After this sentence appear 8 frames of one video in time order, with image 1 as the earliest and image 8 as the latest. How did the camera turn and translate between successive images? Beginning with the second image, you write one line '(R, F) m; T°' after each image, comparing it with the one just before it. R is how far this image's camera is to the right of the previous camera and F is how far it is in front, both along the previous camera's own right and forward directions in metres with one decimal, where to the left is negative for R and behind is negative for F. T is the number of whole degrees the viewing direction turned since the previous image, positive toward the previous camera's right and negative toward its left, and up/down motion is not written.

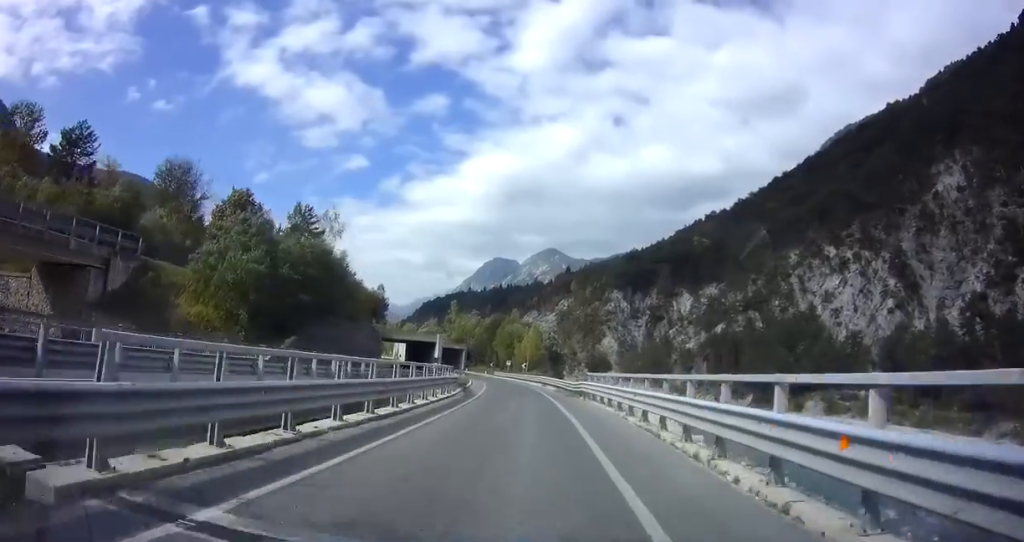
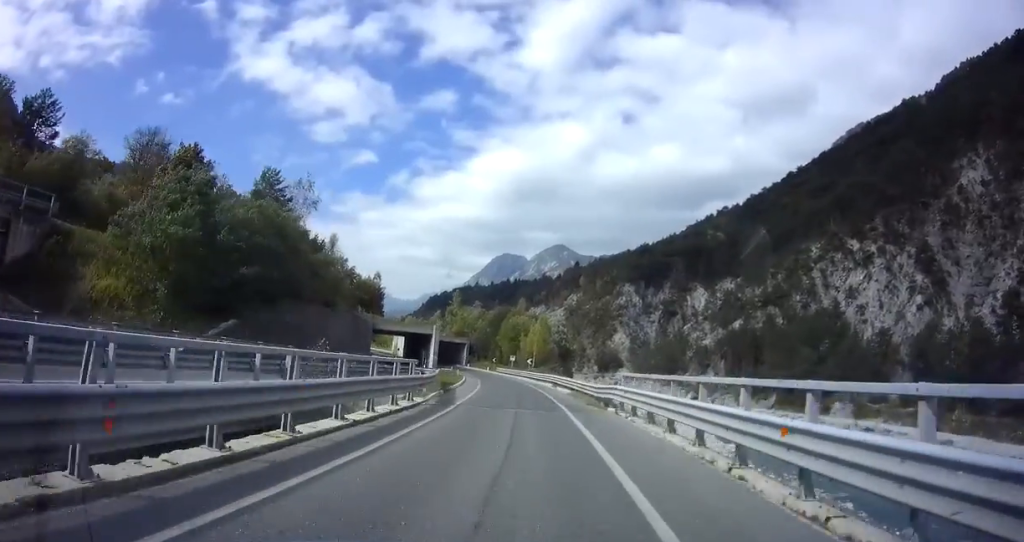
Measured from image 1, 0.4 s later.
(+0.2, +9.3) m; -1°
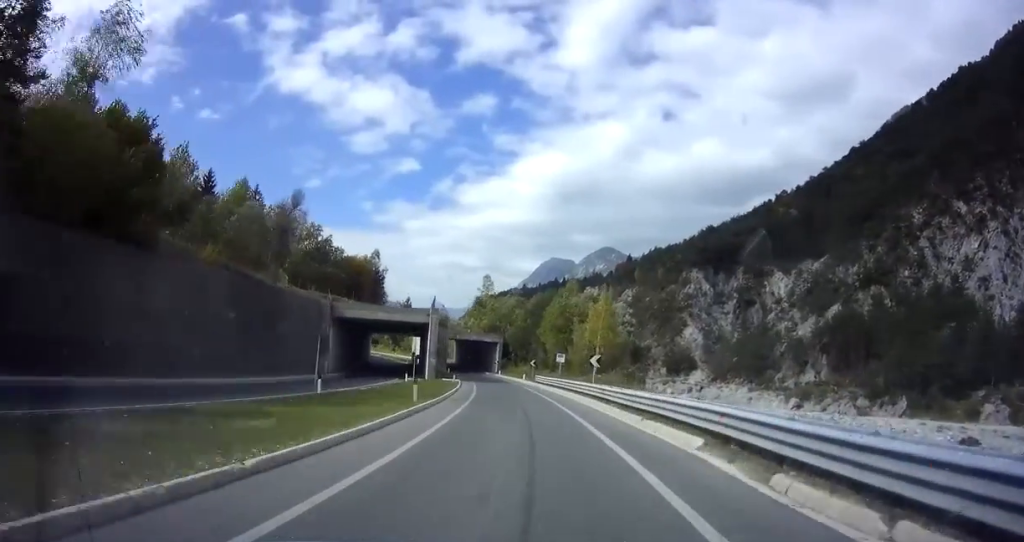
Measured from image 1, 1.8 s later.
(-1.5, +32.1) m; -5°
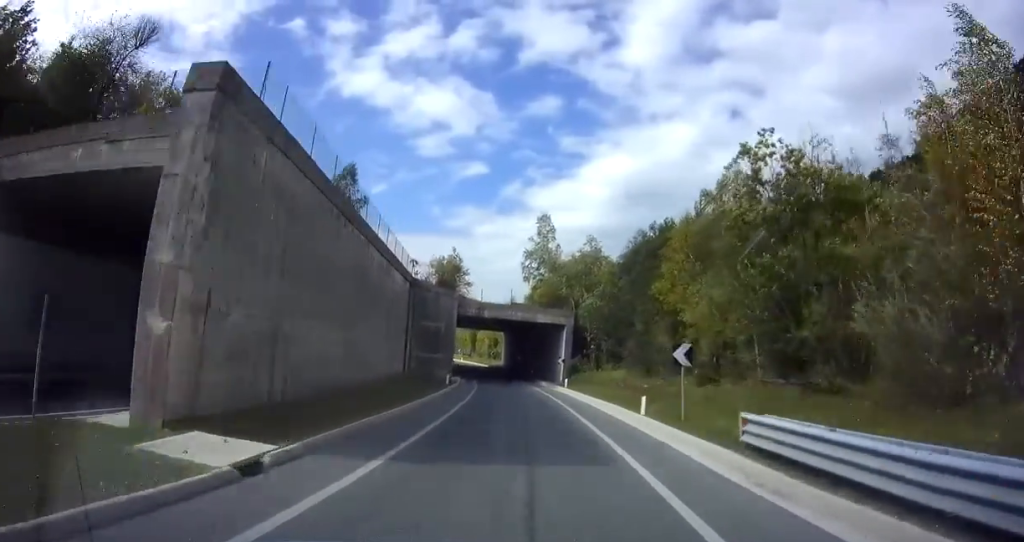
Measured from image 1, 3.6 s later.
(-2.3, +40.4) m; -7°
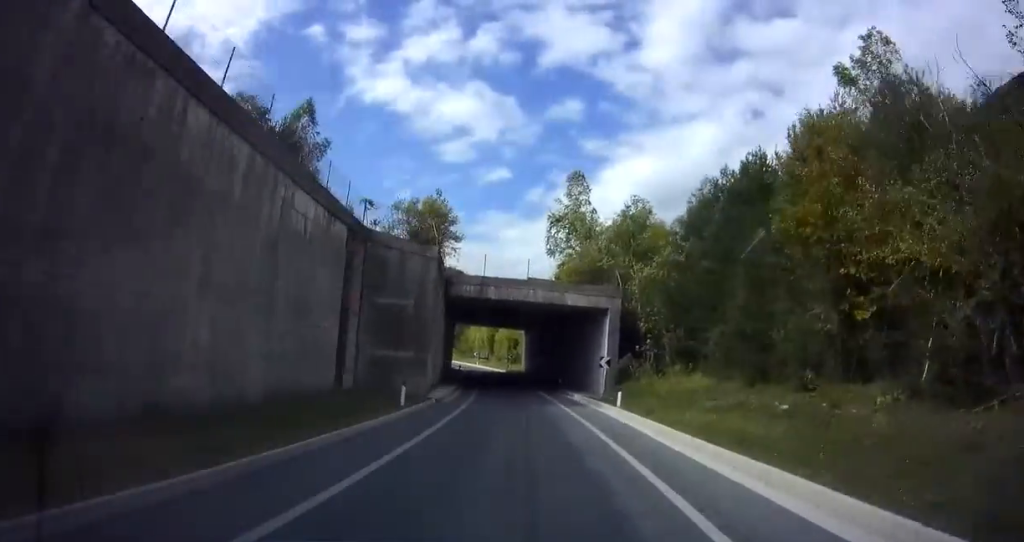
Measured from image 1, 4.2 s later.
(-0.3, +14.9) m; -2°
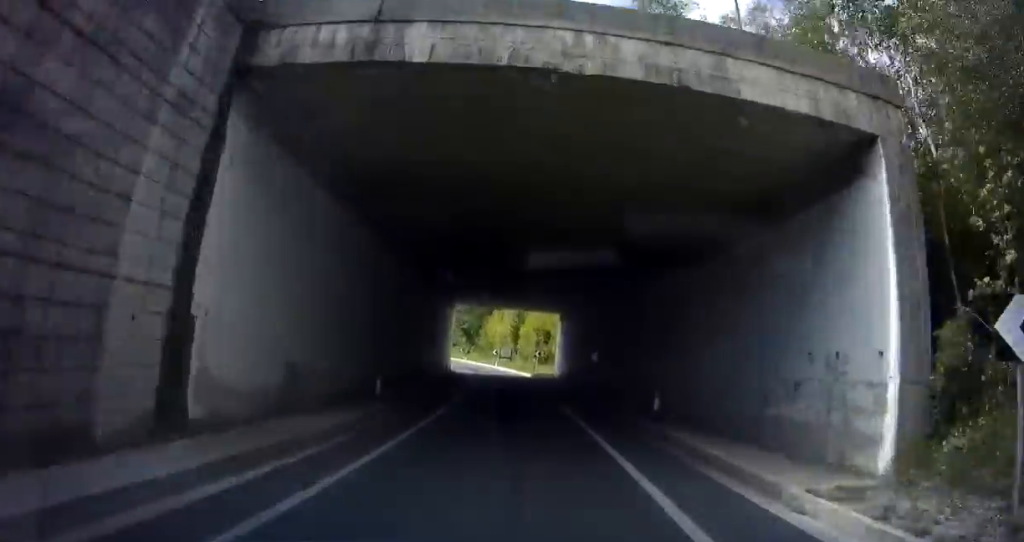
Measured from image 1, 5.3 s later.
(-0.6, +24.6) m; -3°
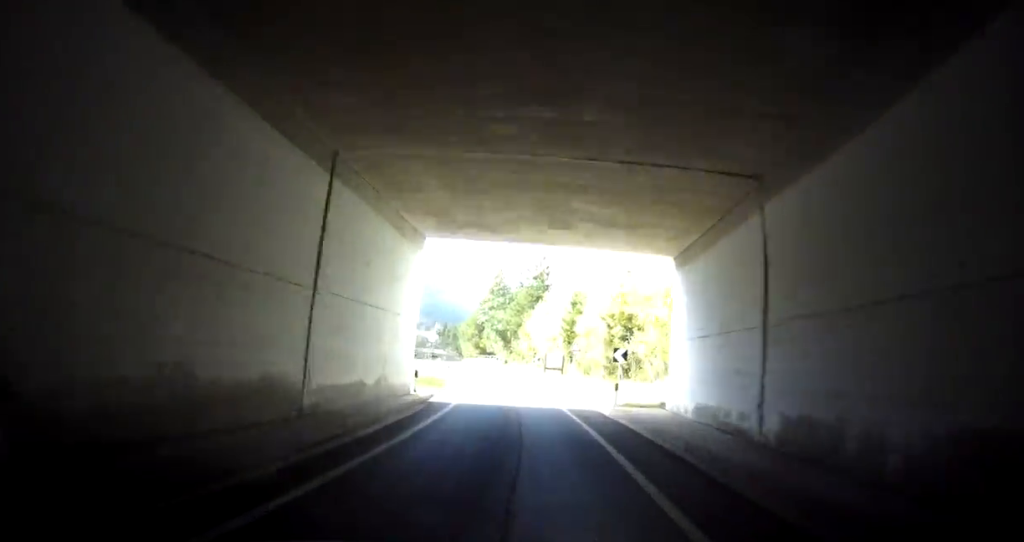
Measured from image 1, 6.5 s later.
(-1.0, +27.7) m; -5°
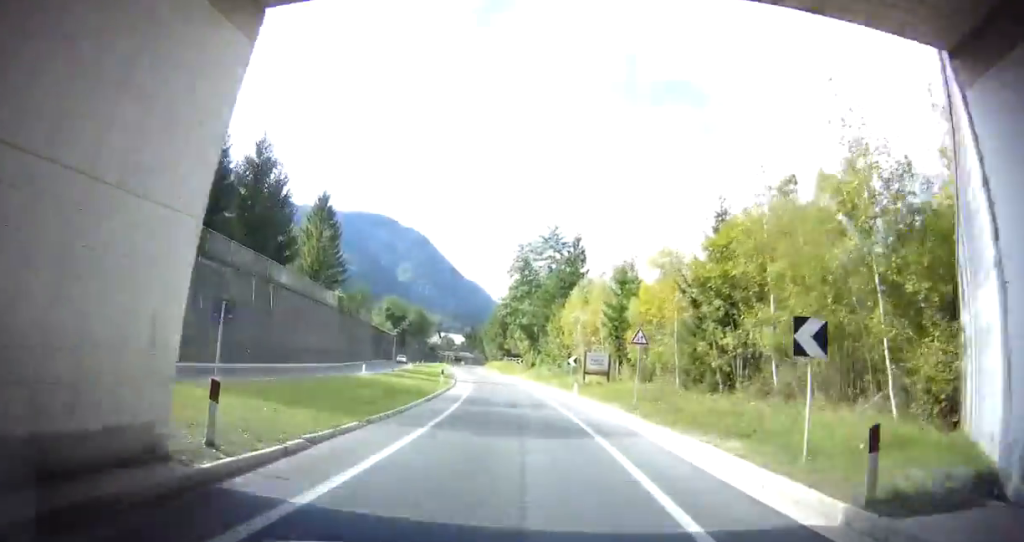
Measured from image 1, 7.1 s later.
(-0.5, +14.5) m; -6°
